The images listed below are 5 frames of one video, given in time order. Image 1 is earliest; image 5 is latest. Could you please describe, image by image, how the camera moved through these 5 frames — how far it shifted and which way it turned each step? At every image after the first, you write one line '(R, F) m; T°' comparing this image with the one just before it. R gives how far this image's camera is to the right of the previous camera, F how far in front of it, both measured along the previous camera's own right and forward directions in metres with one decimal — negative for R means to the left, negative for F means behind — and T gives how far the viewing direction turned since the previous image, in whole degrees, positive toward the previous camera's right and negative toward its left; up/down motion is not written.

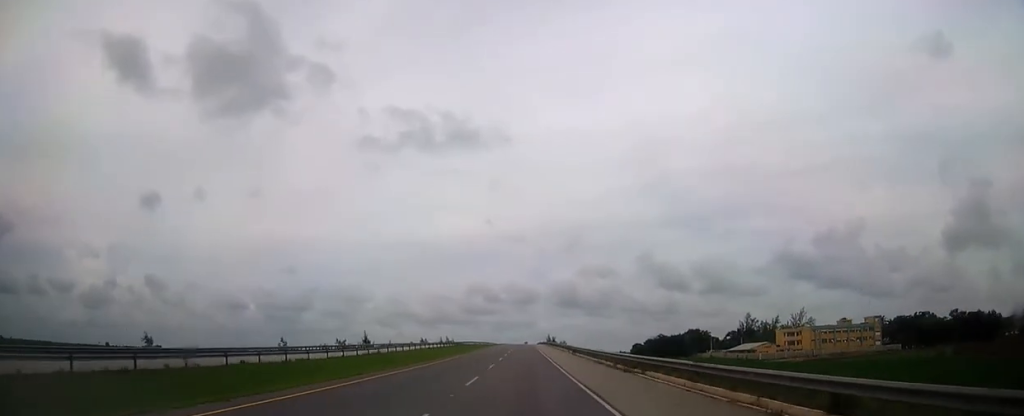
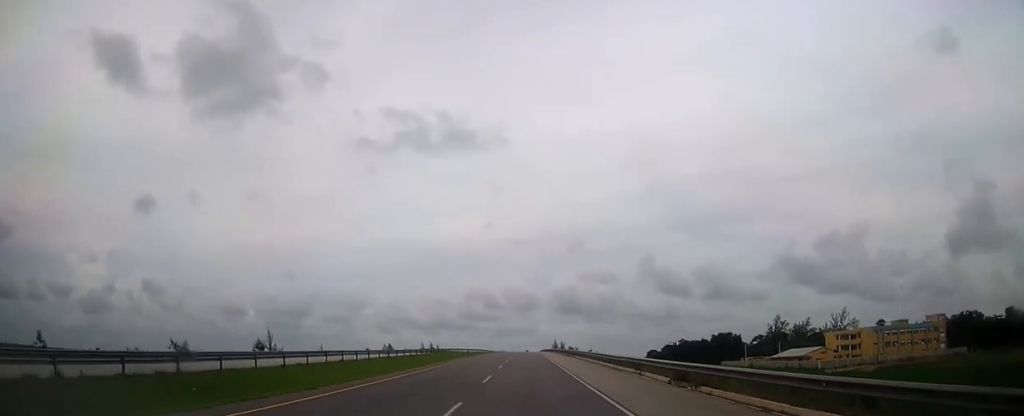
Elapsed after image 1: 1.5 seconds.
(0.0, +45.3) m; 0°
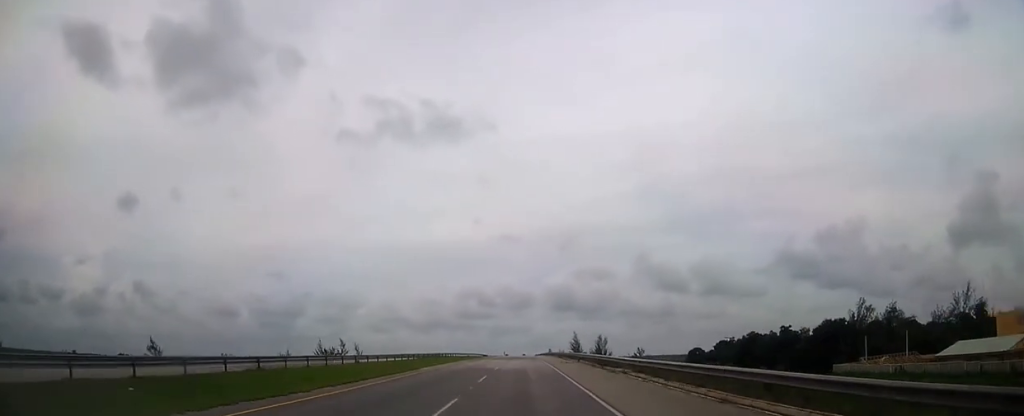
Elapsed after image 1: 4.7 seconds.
(+0.3, +95.7) m; 0°
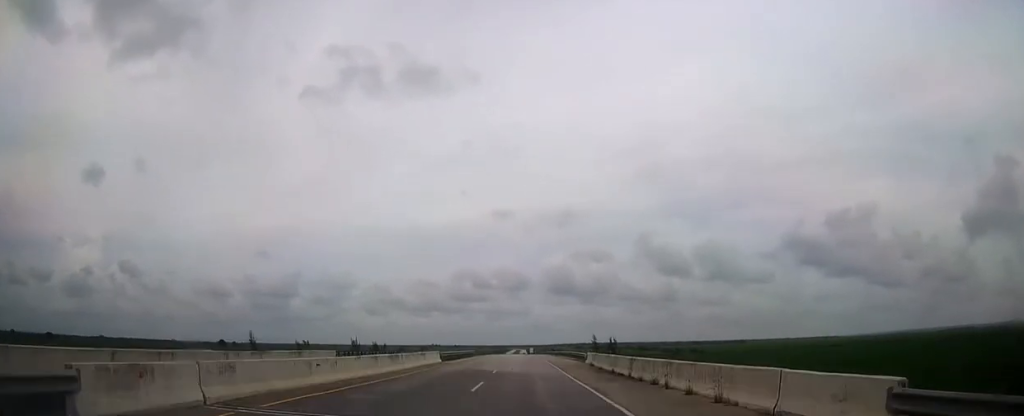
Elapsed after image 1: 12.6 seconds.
(-0.1, +233.3) m; 0°
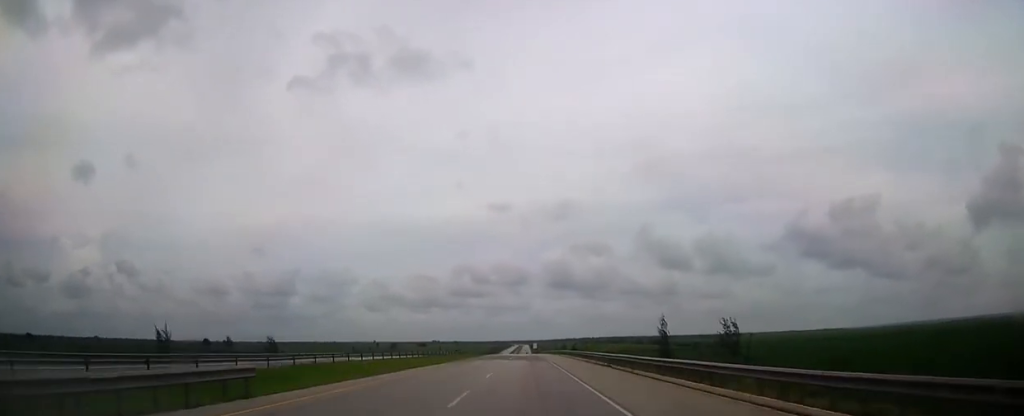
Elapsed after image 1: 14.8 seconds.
(0.0, +64.3) m; 0°
